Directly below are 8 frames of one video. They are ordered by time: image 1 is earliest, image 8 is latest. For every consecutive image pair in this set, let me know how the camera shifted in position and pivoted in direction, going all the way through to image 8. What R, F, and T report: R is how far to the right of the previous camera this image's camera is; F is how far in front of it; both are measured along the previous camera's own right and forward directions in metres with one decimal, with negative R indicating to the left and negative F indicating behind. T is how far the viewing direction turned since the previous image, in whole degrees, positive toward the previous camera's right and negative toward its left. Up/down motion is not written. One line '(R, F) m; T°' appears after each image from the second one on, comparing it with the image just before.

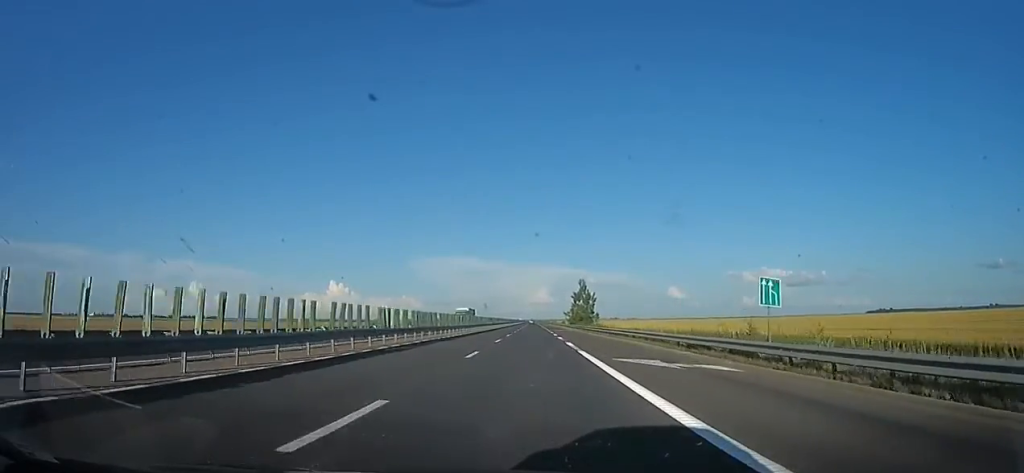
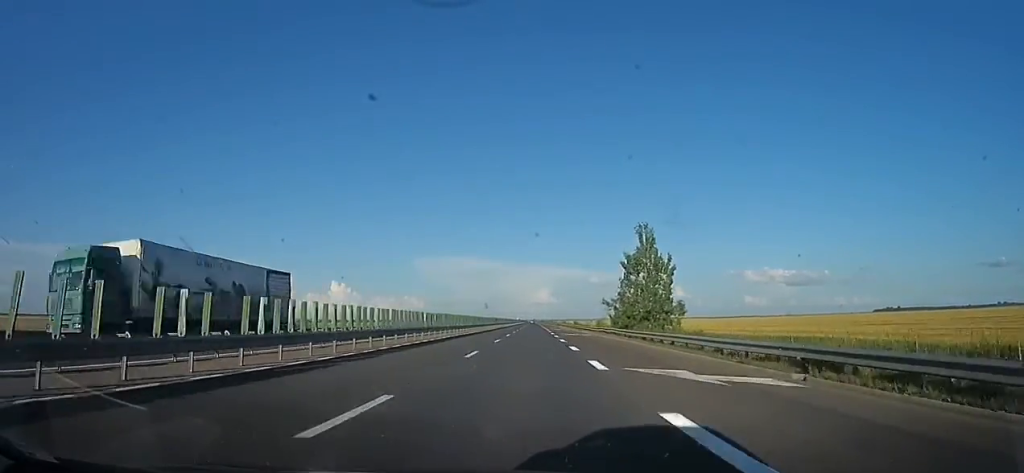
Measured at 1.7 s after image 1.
(-2.6, +59.5) m; -3°
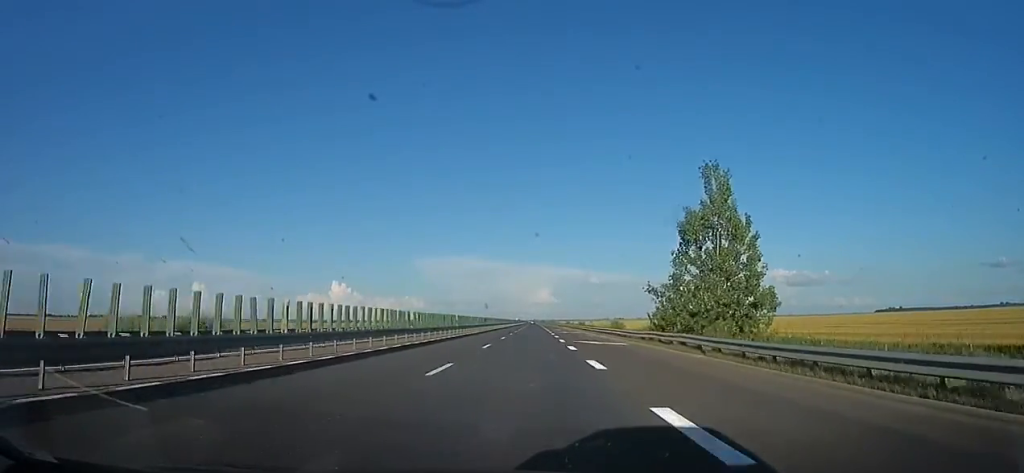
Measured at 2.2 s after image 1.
(0.0, +17.9) m; 0°
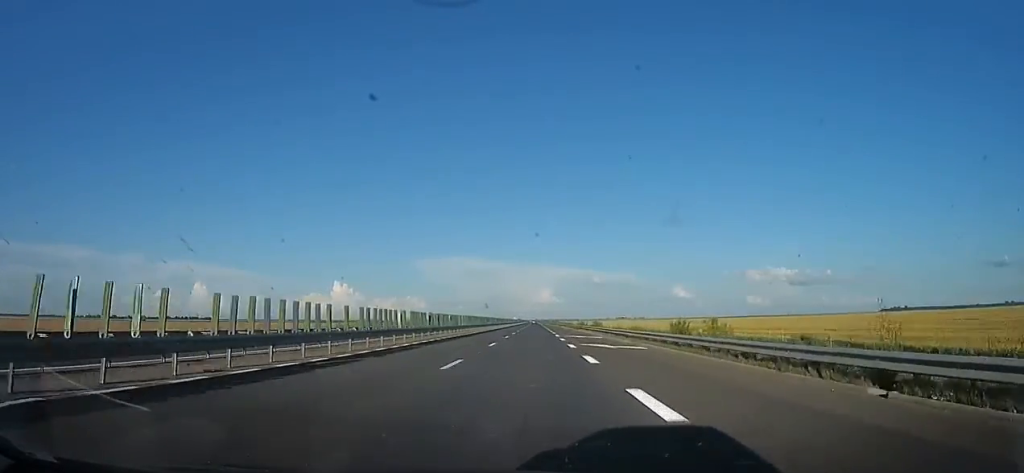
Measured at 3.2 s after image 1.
(0.0, +34.5) m; 0°
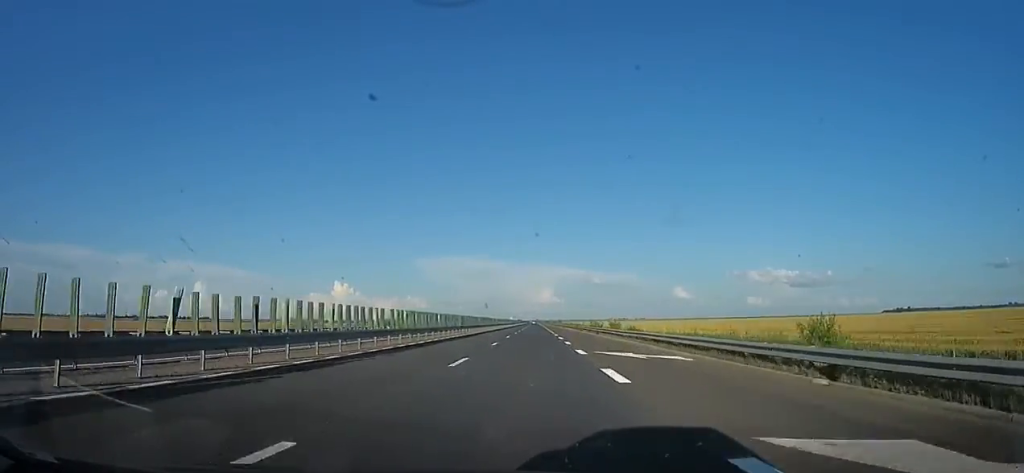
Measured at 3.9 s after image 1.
(-0.2, +23.1) m; +2°
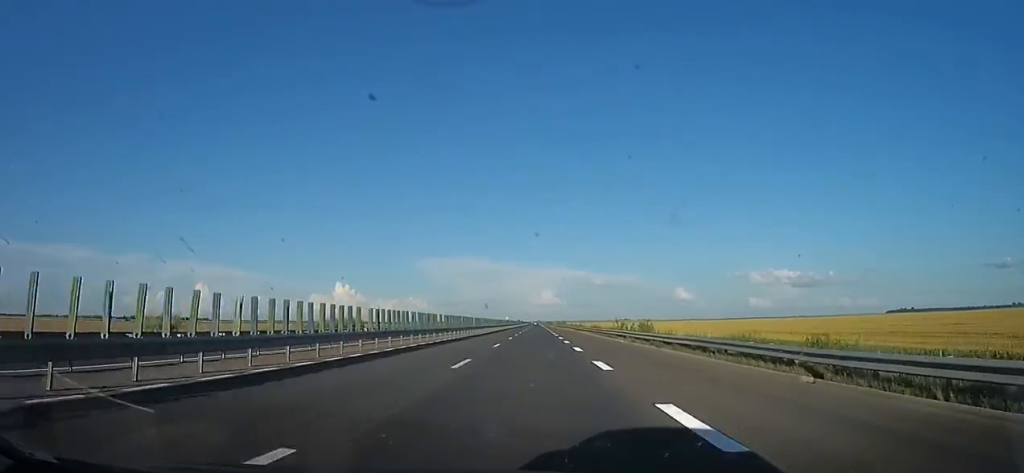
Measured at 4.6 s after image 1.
(+0.8, +24.1) m; 0°
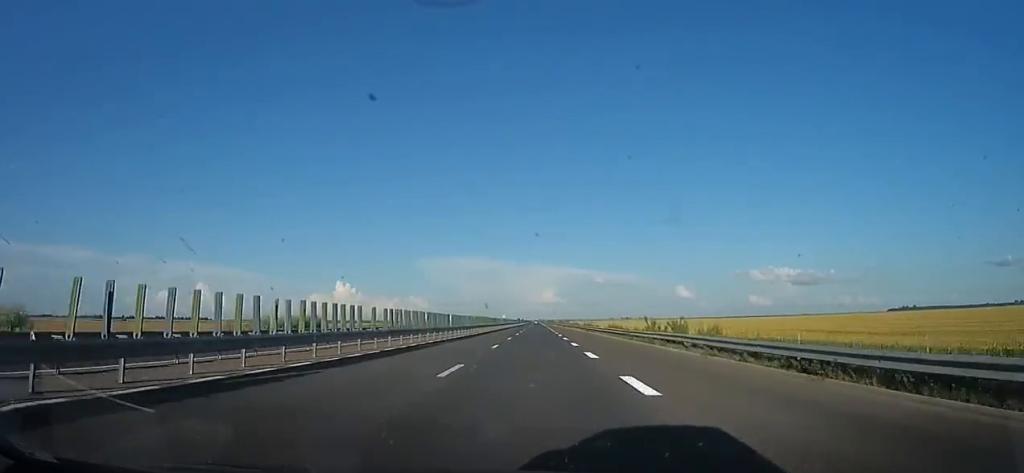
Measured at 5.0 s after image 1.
(+0.7, +14.3) m; 0°
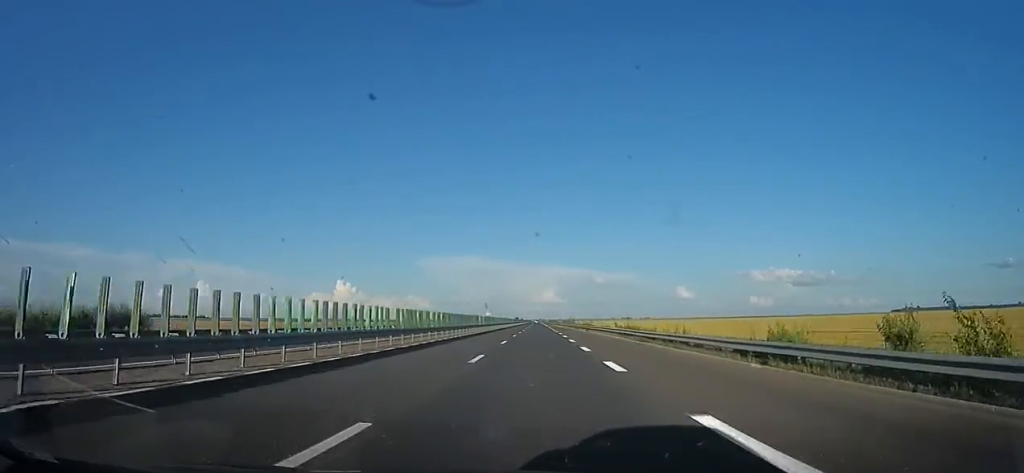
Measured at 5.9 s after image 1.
(-1.3, +32.2) m; -2°
